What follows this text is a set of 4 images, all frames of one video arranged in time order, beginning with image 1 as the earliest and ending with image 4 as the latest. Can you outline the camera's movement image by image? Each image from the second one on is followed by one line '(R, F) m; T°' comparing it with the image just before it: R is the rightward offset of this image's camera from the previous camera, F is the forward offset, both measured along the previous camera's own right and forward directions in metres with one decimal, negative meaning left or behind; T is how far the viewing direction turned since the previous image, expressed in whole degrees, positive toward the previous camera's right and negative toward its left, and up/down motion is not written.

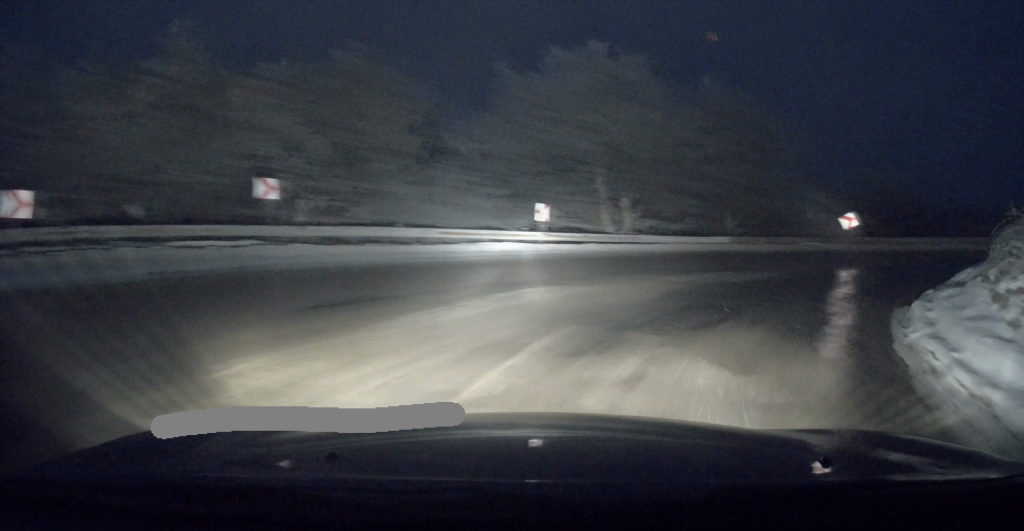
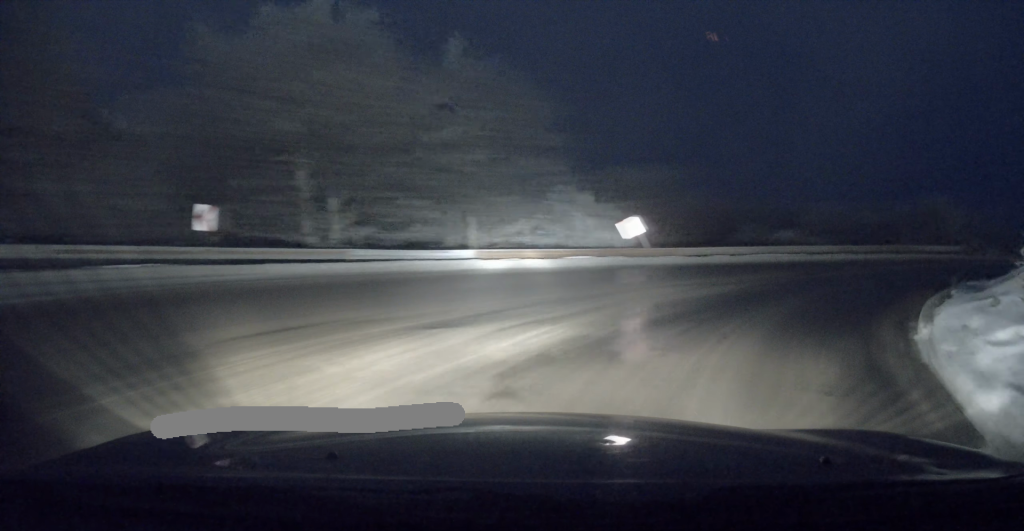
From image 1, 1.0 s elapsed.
(+1.3, +6.8) m; +23°
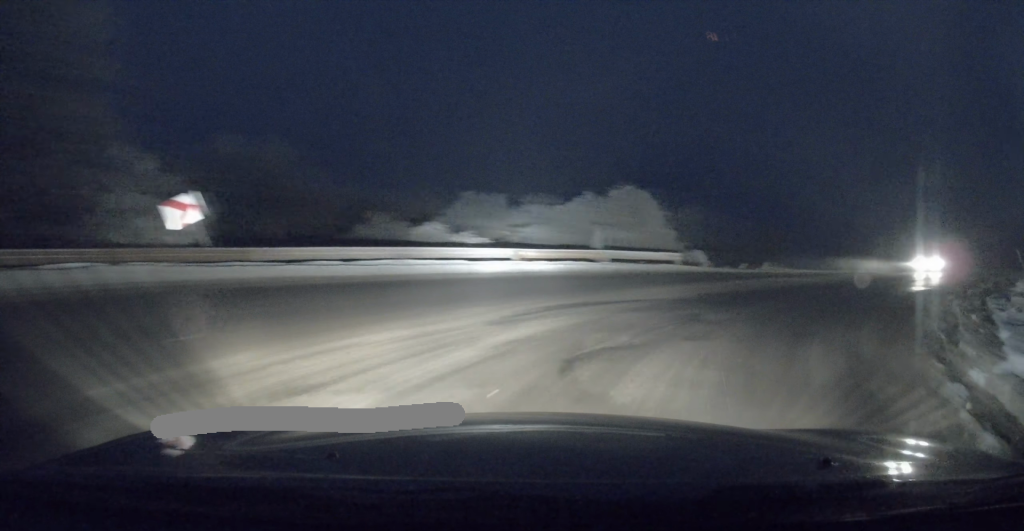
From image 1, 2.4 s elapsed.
(+2.6, +9.5) m; +33°
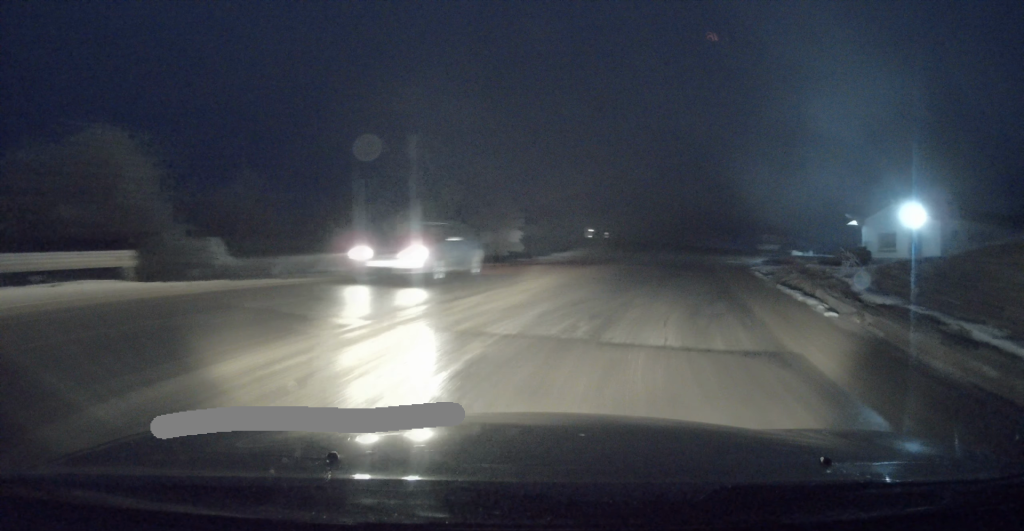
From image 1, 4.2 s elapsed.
(+4.4, +13.6) m; +33°
